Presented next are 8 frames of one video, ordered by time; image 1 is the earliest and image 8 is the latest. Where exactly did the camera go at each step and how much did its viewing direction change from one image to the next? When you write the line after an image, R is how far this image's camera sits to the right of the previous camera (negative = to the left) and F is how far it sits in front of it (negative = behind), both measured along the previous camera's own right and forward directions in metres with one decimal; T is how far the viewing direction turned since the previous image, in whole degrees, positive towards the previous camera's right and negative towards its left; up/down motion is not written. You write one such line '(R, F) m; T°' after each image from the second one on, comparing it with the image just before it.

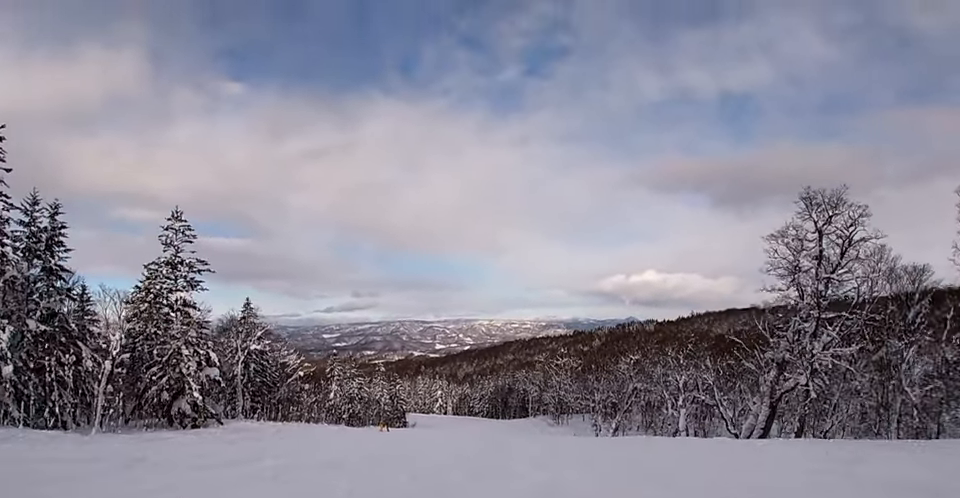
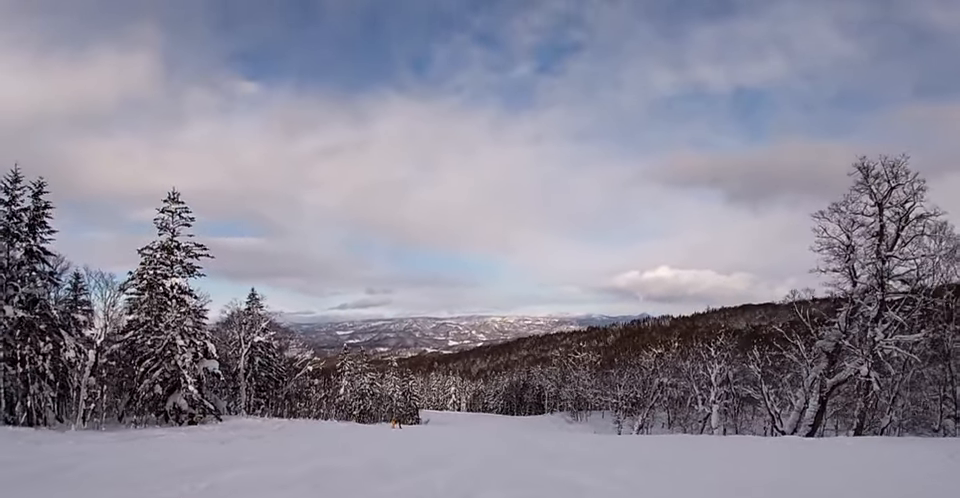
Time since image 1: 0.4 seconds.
(-0.1, +3.9) m; +2°
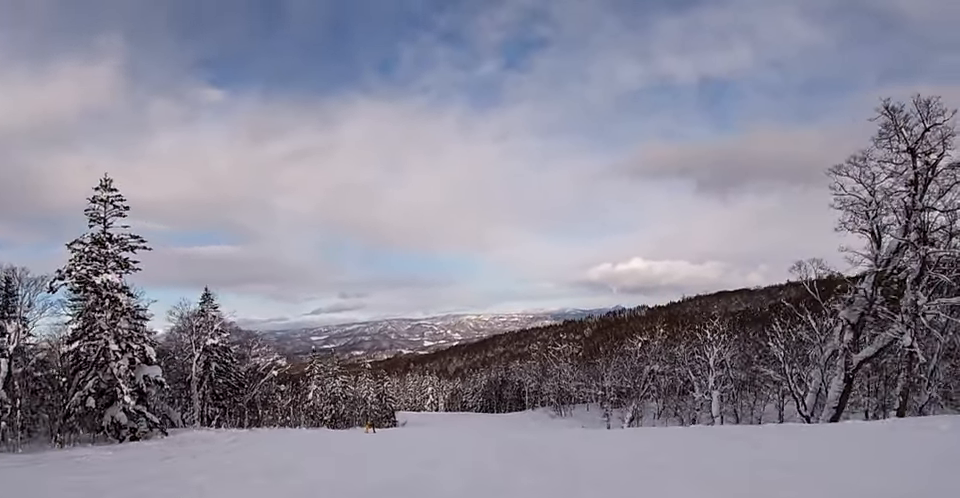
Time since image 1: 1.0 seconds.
(+0.2, +5.5) m; +2°
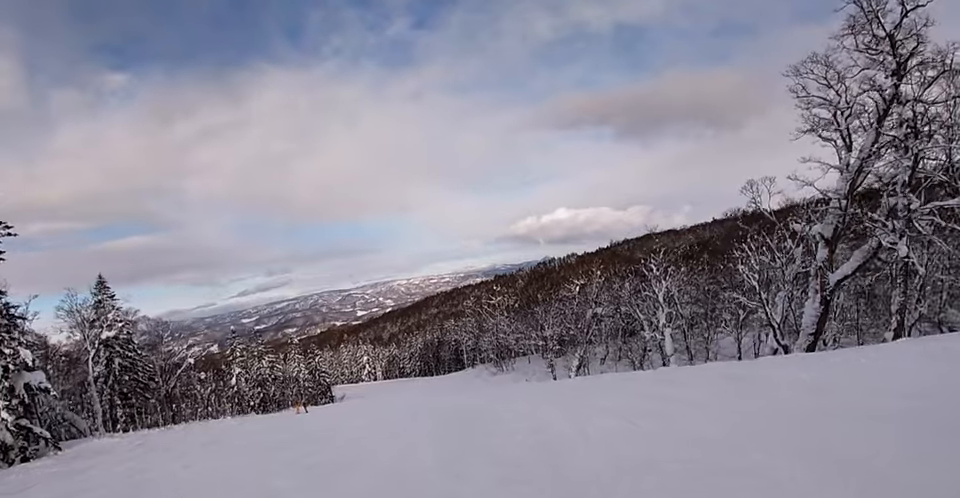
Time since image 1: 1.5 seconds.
(+0.2, +5.2) m; +2°
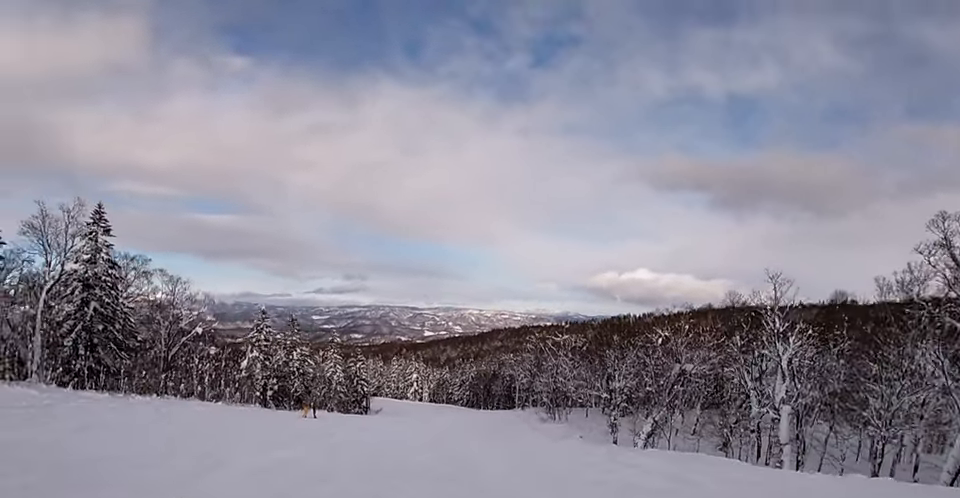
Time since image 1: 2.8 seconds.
(-0.2, +13.1) m; -4°
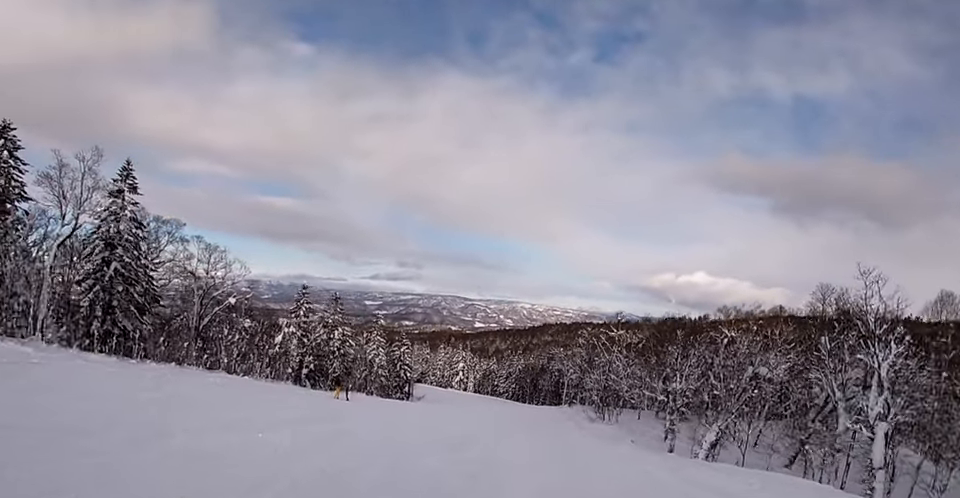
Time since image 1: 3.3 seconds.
(-0.2, +5.1) m; -2°
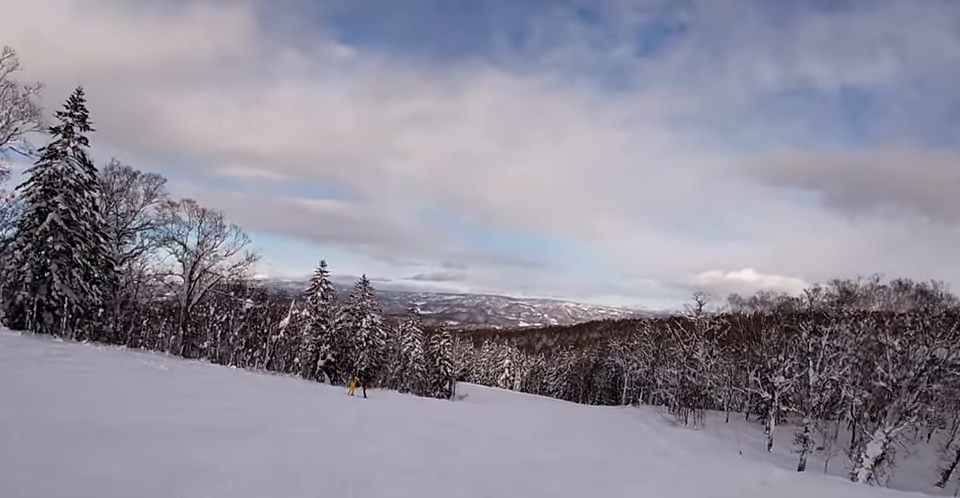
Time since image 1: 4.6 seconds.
(-0.6, +13.8) m; -7°
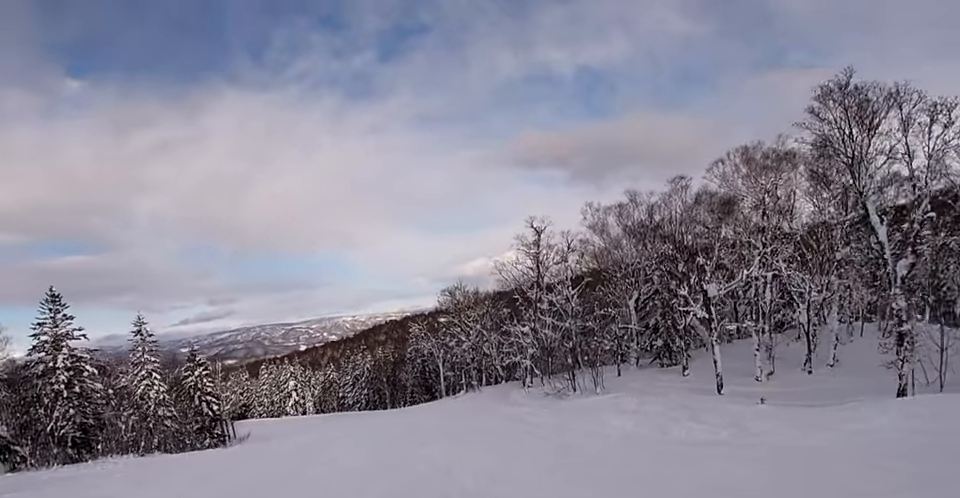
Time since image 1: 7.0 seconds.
(+4.8, +23.4) m; +15°
